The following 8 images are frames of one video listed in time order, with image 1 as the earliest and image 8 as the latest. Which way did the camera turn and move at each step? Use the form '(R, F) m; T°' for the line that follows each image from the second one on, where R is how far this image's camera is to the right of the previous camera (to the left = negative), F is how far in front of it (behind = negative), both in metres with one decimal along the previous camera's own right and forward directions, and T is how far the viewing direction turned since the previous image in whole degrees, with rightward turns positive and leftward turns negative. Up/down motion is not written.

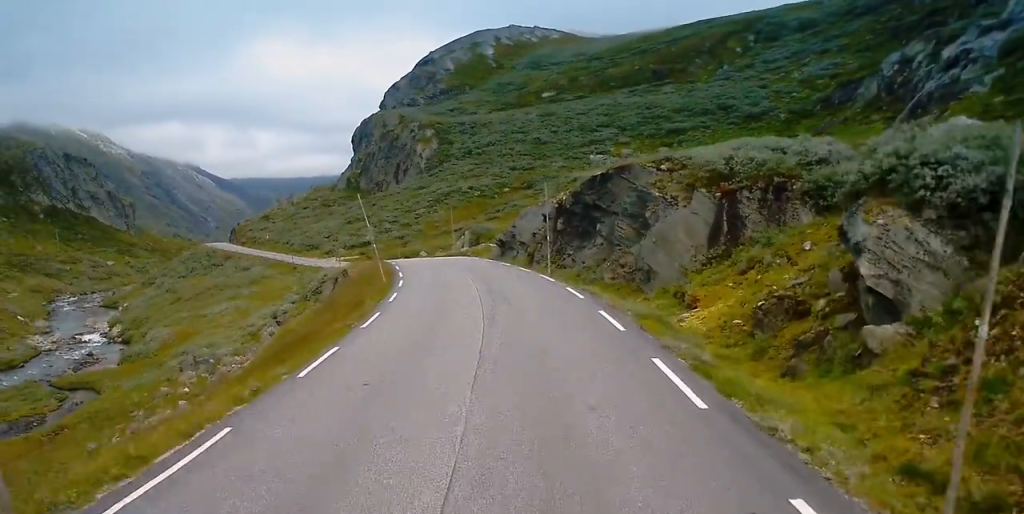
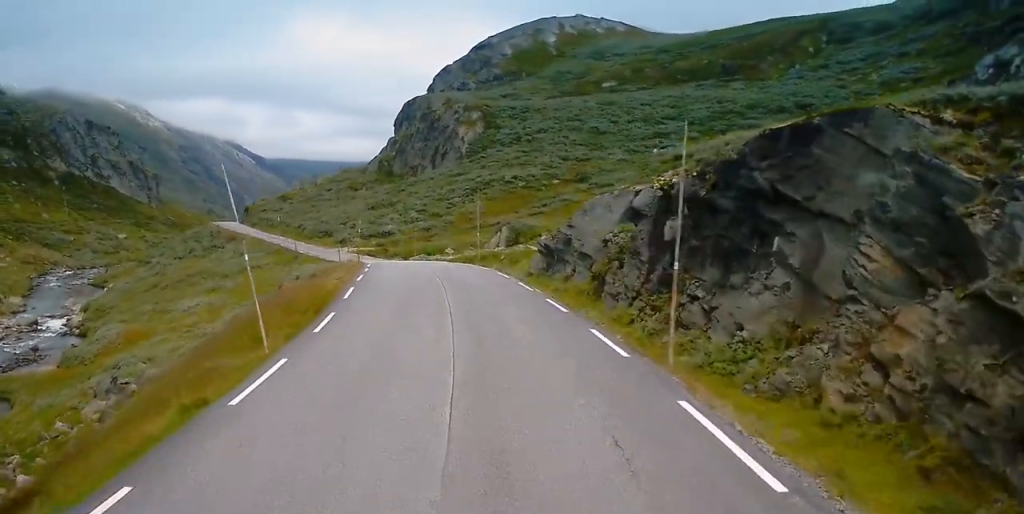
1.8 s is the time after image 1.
(-0.7, +21.0) m; -5°
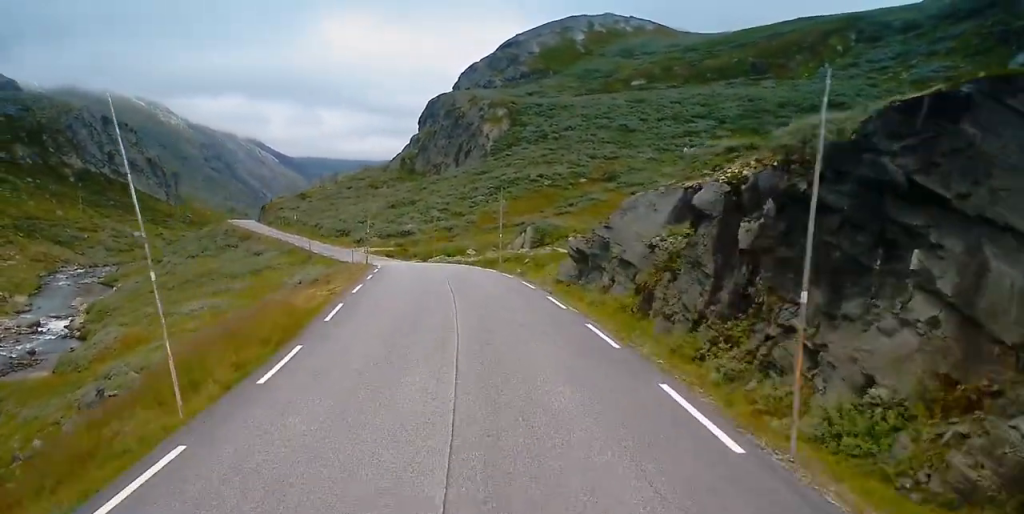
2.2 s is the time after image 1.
(-0.1, +5.0) m; -1°
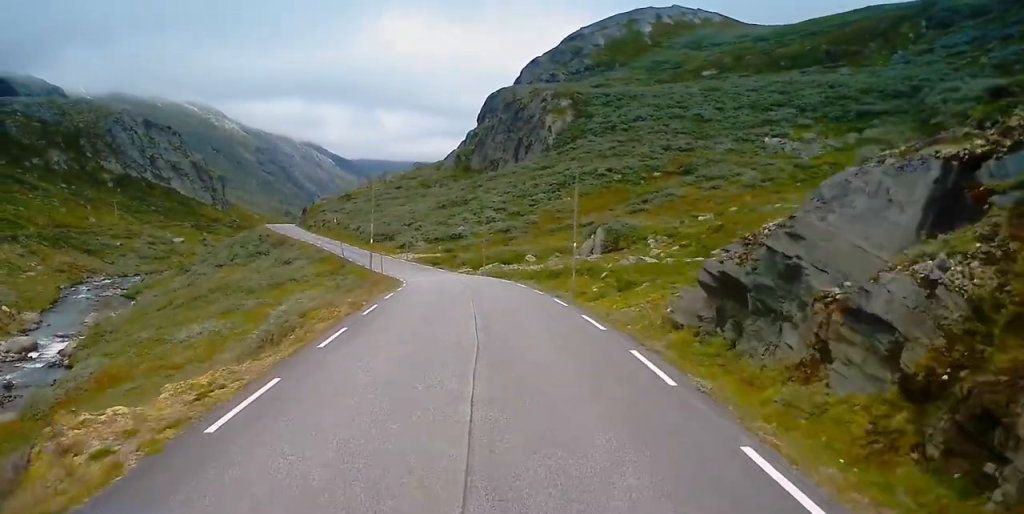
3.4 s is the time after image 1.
(-0.4, +14.8) m; -3°
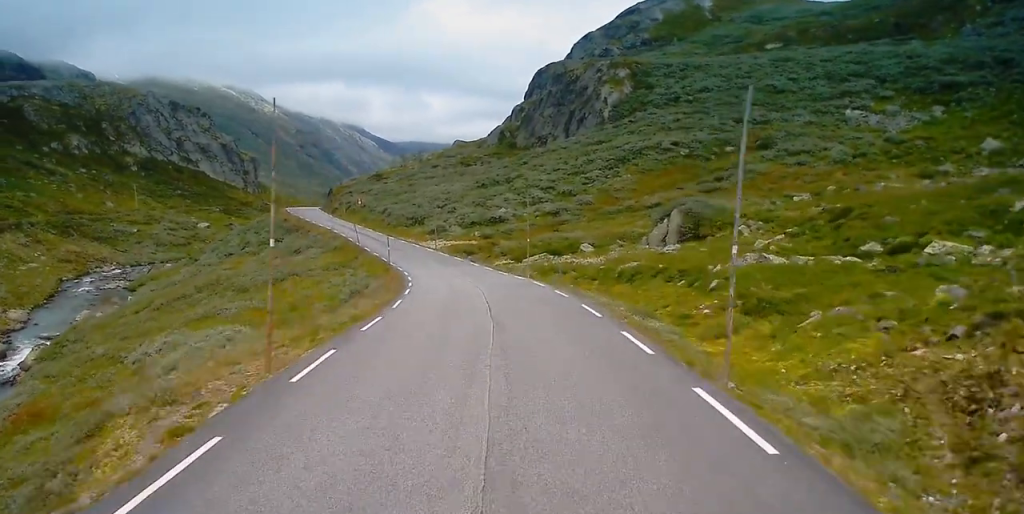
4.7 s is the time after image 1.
(-0.3, +15.8) m; -2°
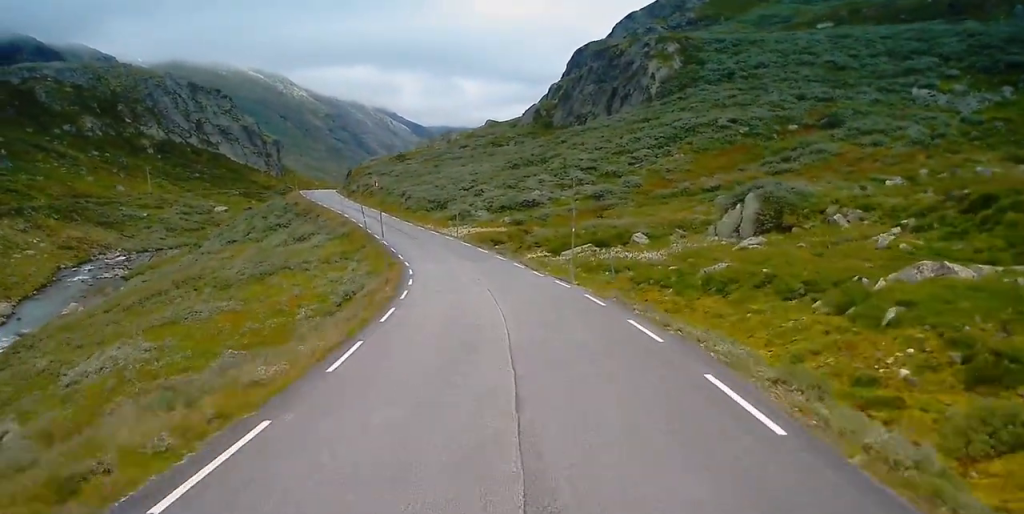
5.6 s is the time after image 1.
(-0.2, +11.7) m; -2°
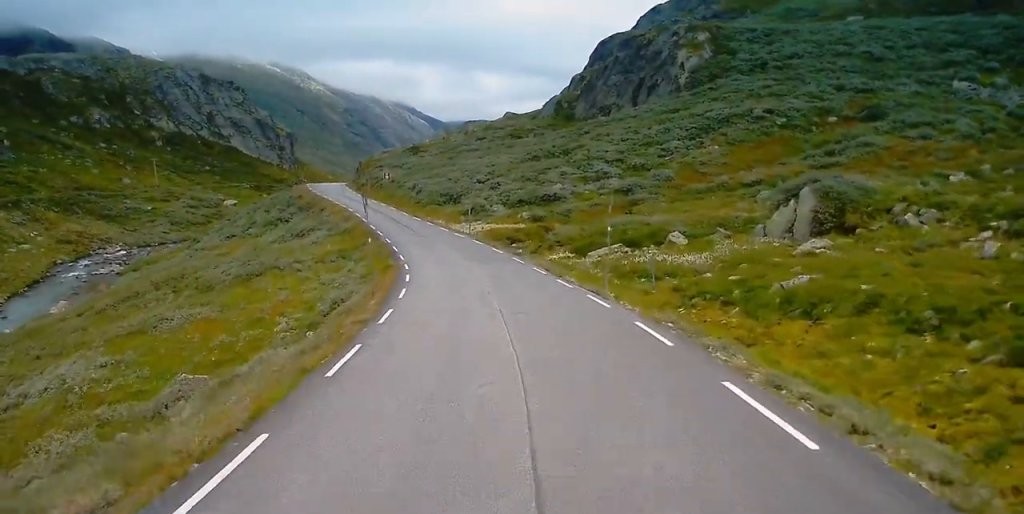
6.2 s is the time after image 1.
(-0.1, +6.8) m; -1°
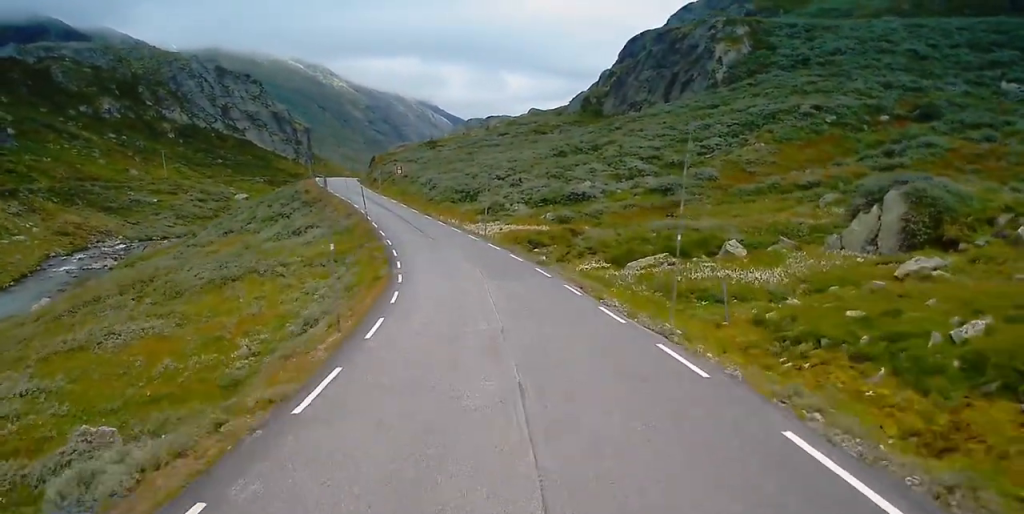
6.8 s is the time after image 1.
(-0.2, +8.4) m; -1°
